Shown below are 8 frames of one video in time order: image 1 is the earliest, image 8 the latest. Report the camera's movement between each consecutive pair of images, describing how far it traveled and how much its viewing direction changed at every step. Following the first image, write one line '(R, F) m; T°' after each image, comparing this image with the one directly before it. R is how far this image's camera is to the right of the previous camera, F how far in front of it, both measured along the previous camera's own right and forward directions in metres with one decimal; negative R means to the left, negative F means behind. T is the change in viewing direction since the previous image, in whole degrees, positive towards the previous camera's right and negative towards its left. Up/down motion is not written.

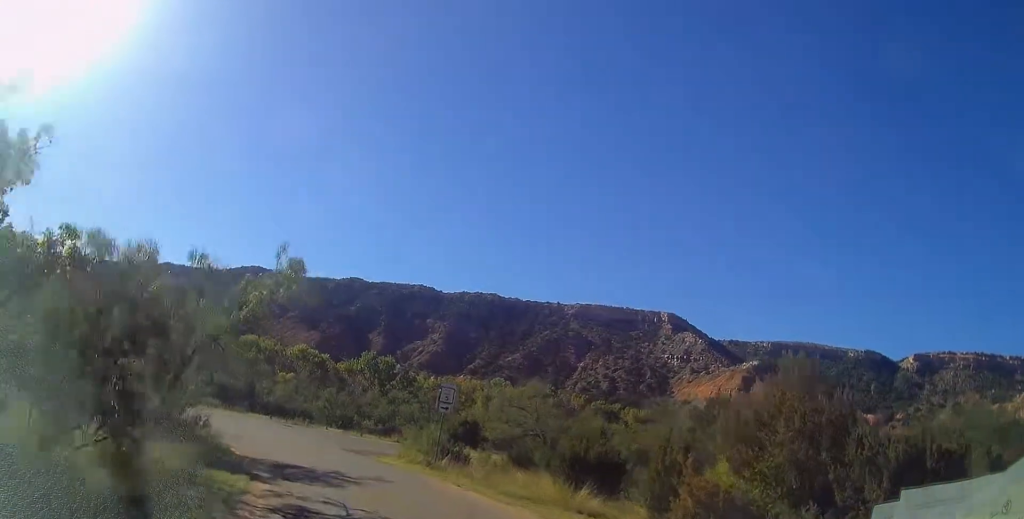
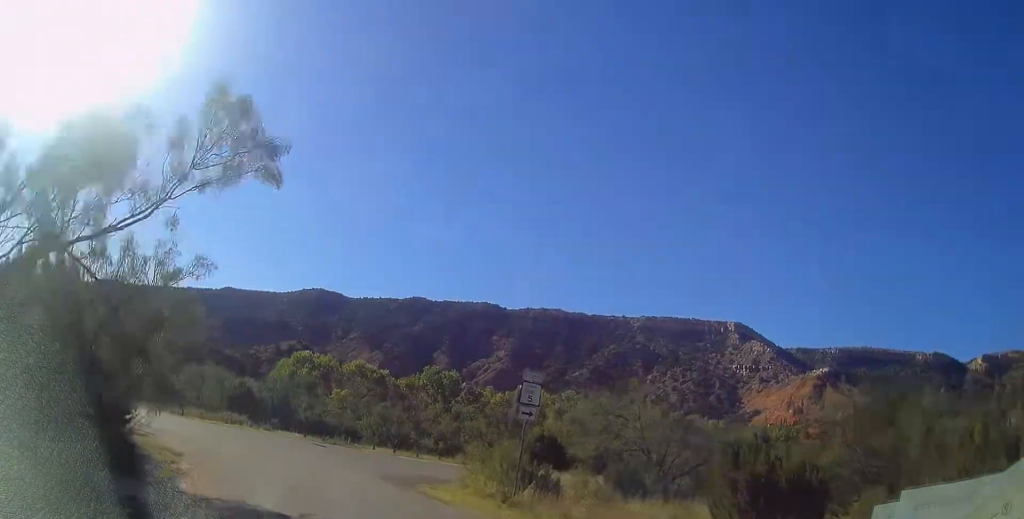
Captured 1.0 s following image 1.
(-0.3, +6.6) m; -5°
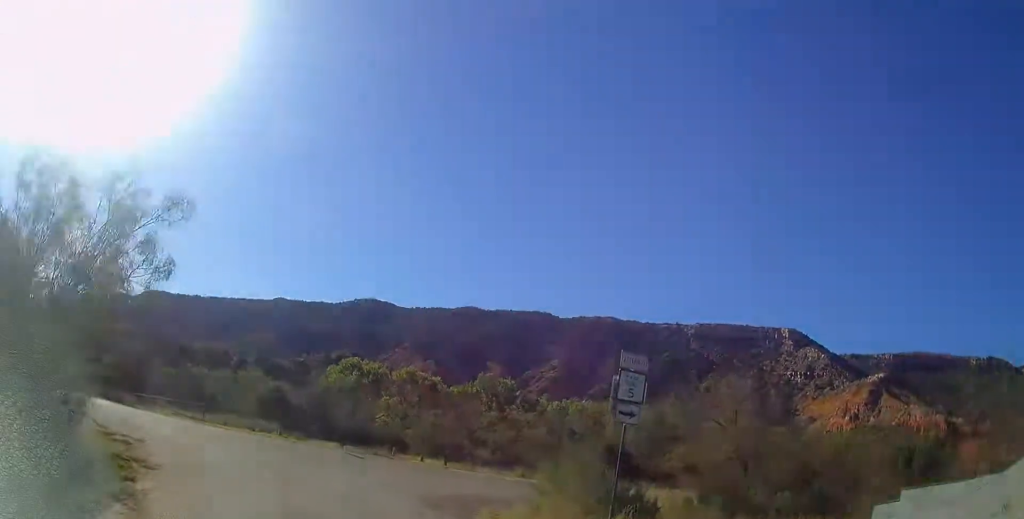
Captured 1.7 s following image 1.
(+0.1, +4.1) m; -3°
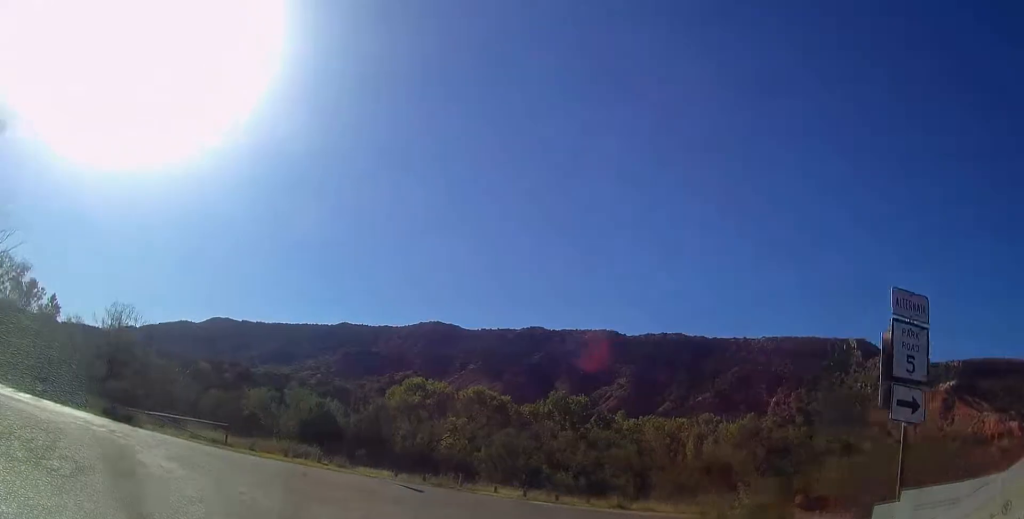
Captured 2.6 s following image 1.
(-0.5, +6.7) m; -1°
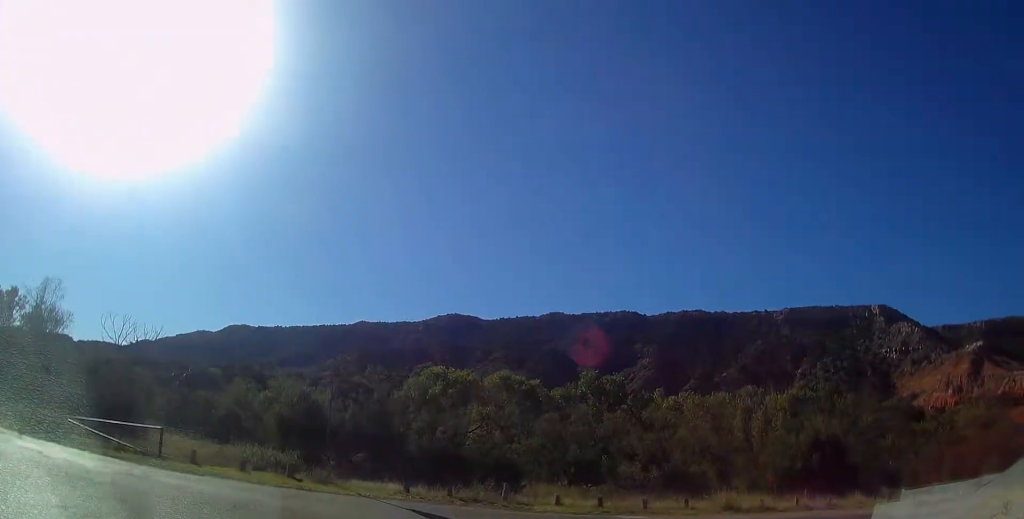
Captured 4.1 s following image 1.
(0.0, +9.0) m; +2°
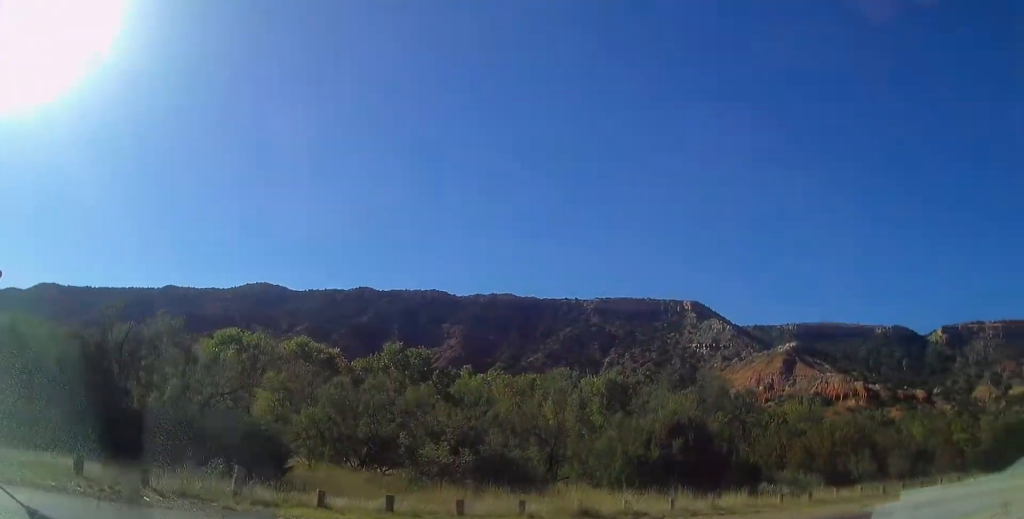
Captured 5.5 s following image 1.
(+1.1, +6.8) m; +22°
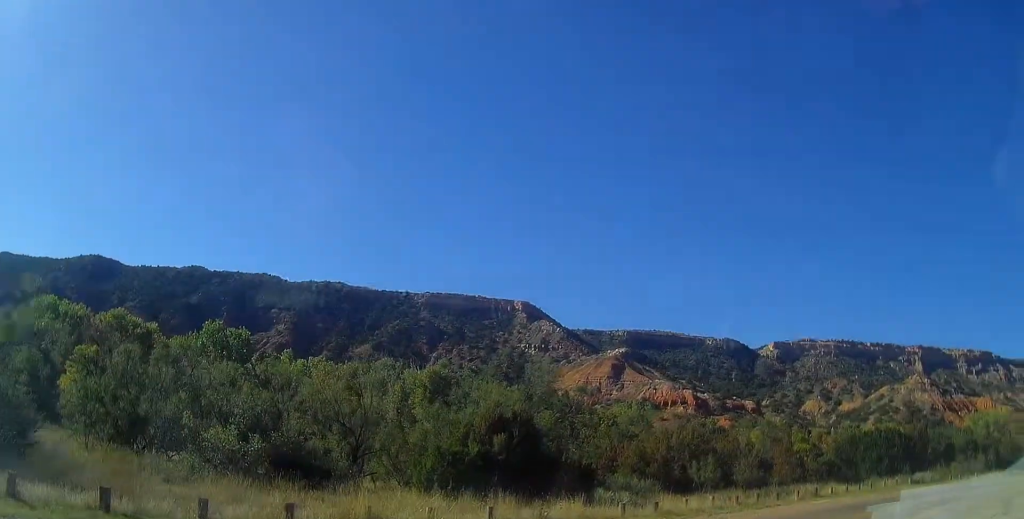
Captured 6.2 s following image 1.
(+0.2, +3.2) m; +13°
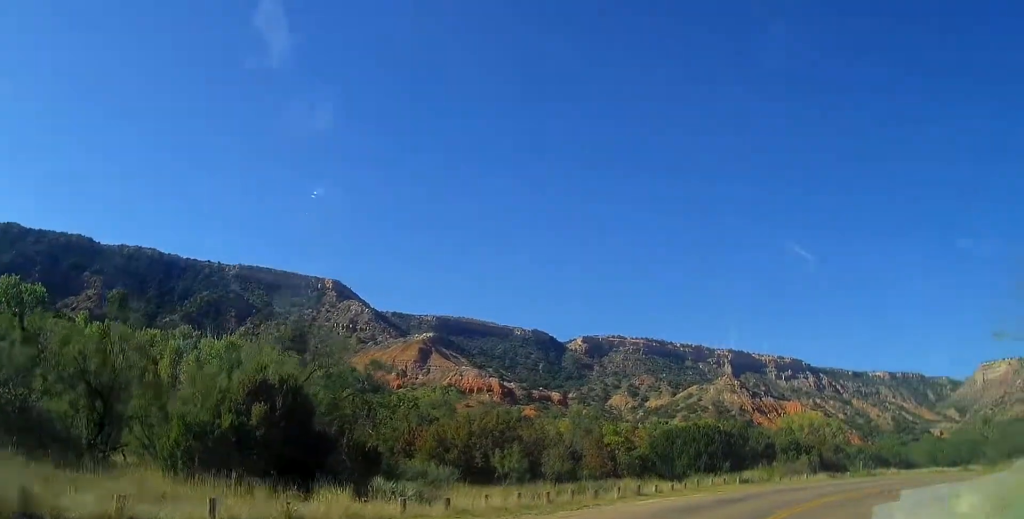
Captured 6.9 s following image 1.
(+0.4, +3.5) m; +16°
